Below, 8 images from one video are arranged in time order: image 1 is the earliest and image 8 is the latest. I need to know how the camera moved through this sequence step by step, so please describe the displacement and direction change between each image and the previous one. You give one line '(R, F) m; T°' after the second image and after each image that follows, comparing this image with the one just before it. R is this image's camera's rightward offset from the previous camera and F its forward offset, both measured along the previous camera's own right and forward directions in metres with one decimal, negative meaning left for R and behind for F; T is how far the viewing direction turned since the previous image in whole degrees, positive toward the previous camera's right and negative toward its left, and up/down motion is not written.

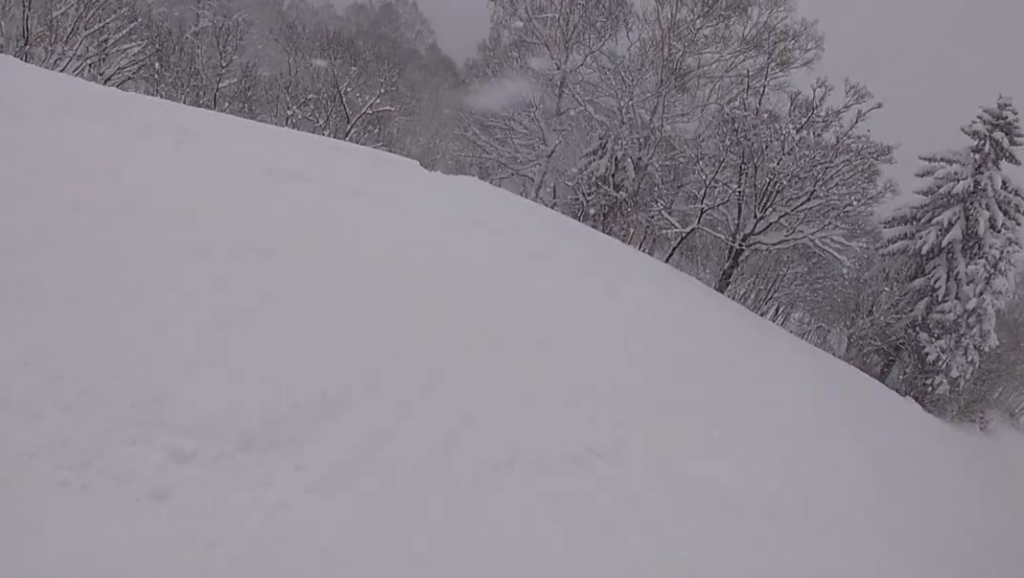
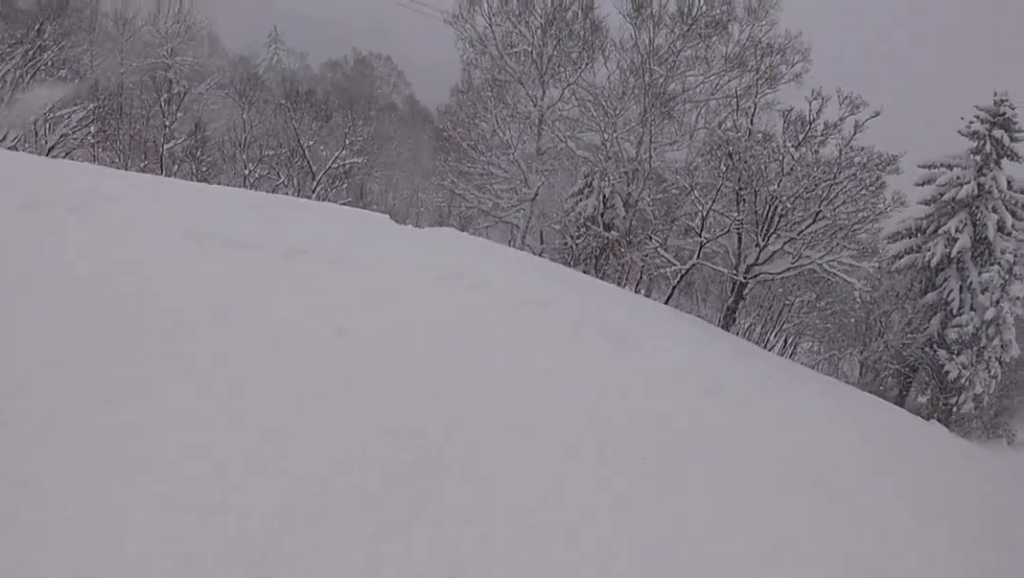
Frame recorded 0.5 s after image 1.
(+0.1, +2.2) m; -6°
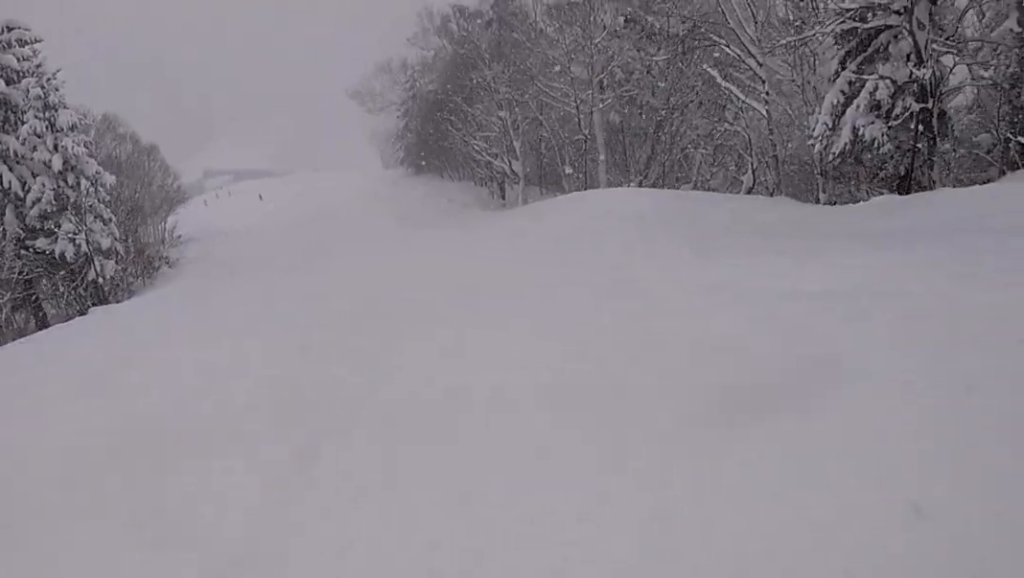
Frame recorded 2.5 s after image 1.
(+1.5, +10.3) m; +38°
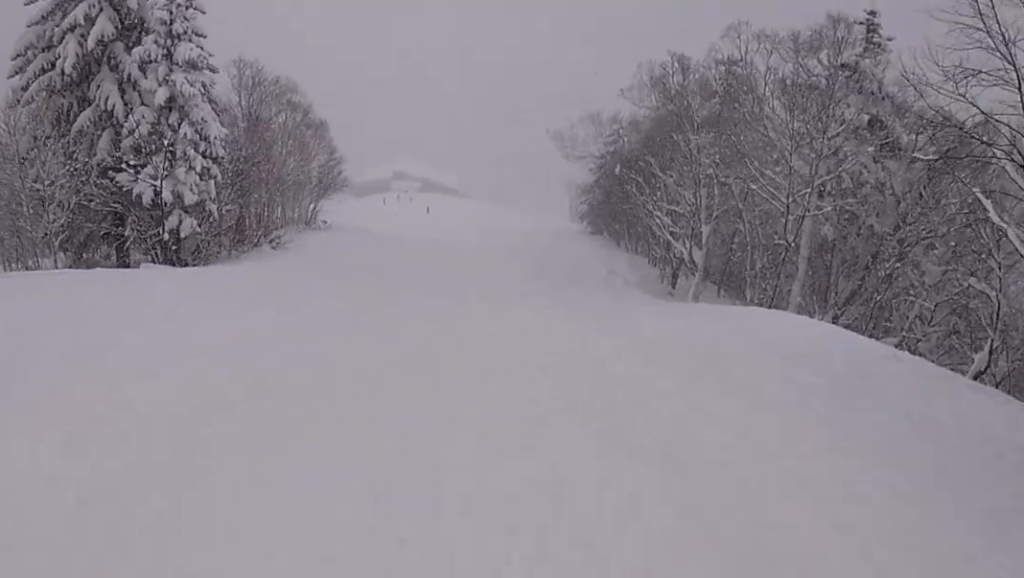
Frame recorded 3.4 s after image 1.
(+1.0, +5.6) m; +7°
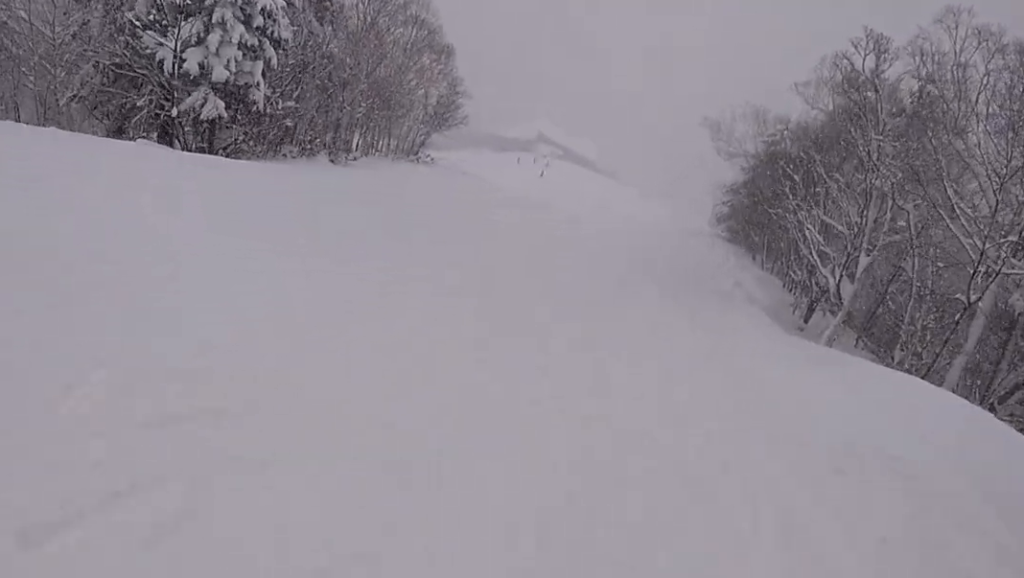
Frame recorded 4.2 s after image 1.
(-0.3, +5.2) m; -5°
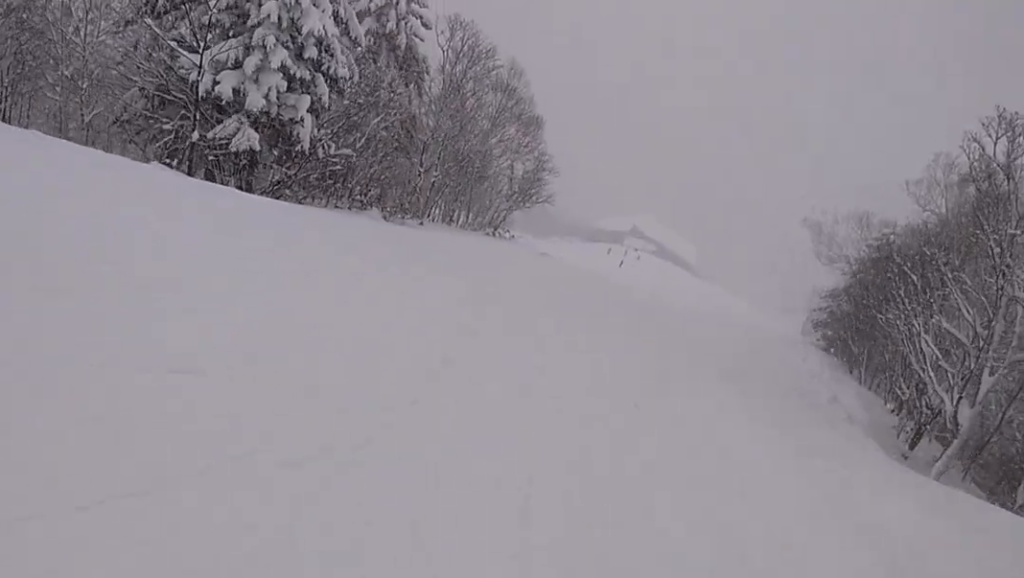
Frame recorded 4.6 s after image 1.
(-0.1, +2.8) m; -7°
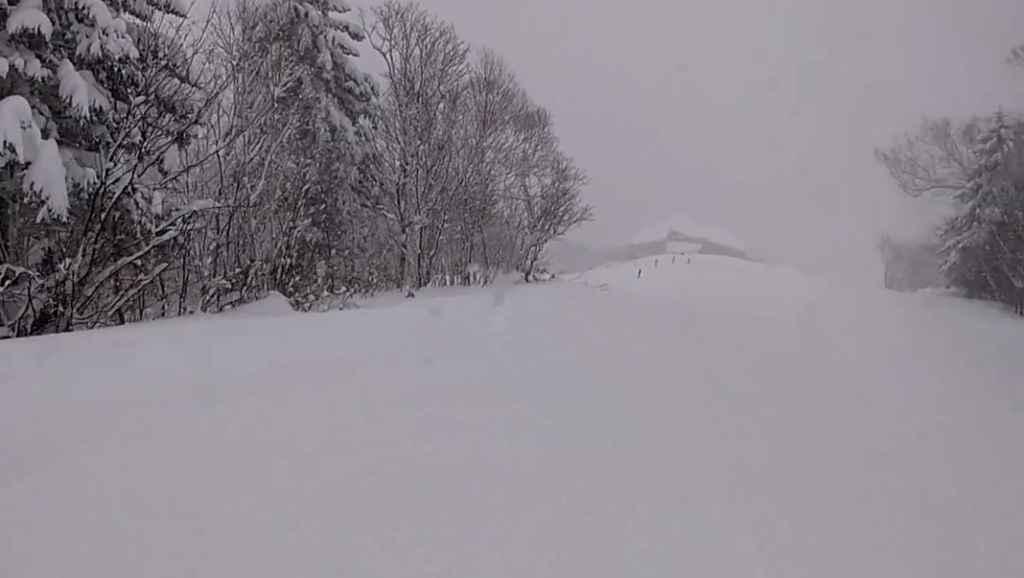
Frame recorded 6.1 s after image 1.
(-2.9, +9.9) m; -16°
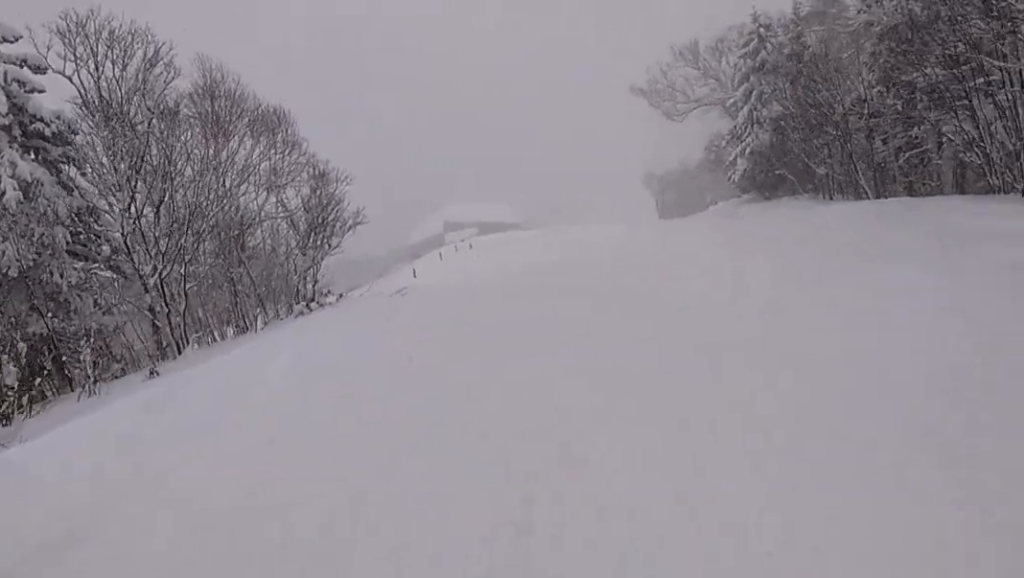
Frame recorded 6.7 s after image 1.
(+0.3, +4.7) m; +9°
